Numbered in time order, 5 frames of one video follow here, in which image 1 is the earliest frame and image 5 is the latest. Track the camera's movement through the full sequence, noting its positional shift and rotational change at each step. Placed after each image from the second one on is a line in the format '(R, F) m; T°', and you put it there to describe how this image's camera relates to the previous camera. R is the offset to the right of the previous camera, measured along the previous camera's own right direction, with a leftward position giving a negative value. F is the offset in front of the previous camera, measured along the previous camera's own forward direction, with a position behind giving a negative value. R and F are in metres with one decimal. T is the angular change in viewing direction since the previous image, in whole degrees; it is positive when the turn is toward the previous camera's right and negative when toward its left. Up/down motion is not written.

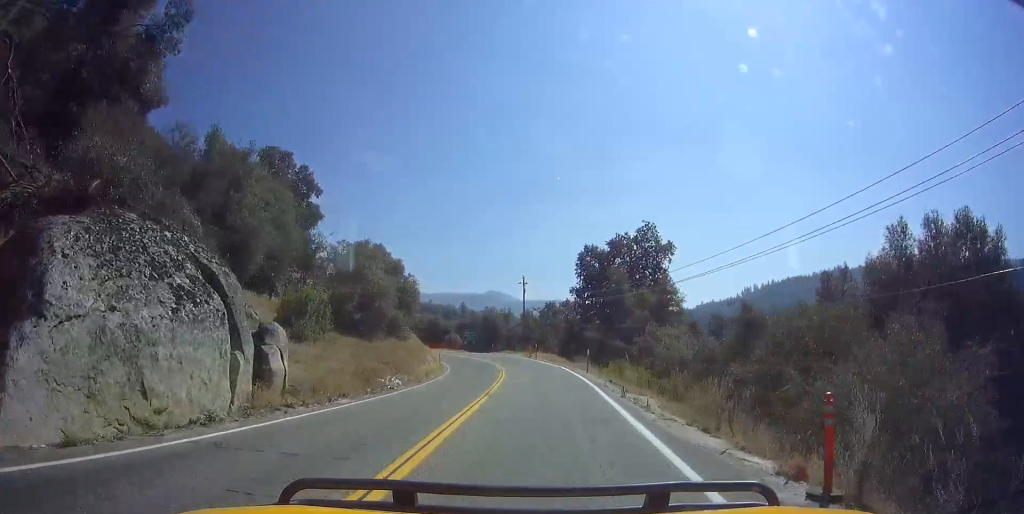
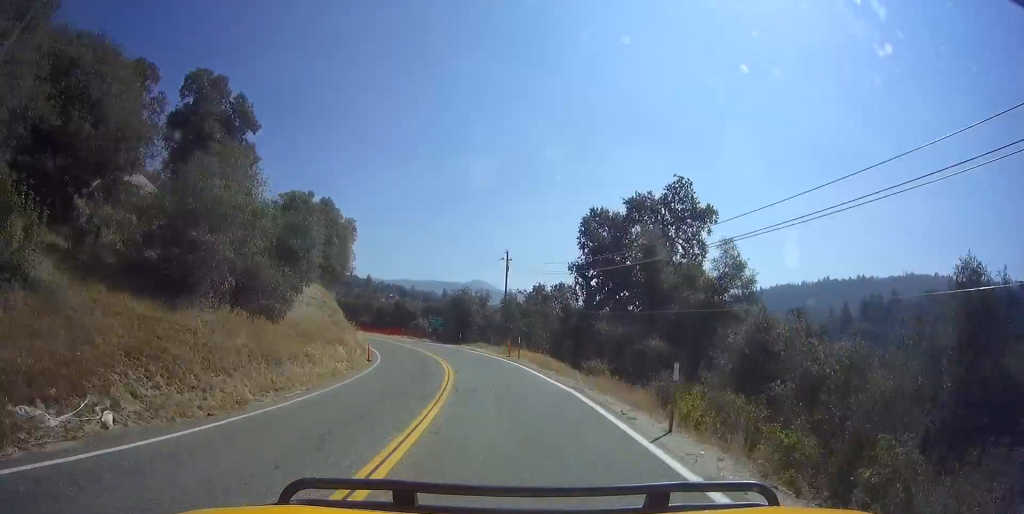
(-0.7, +18.5) m; -6°
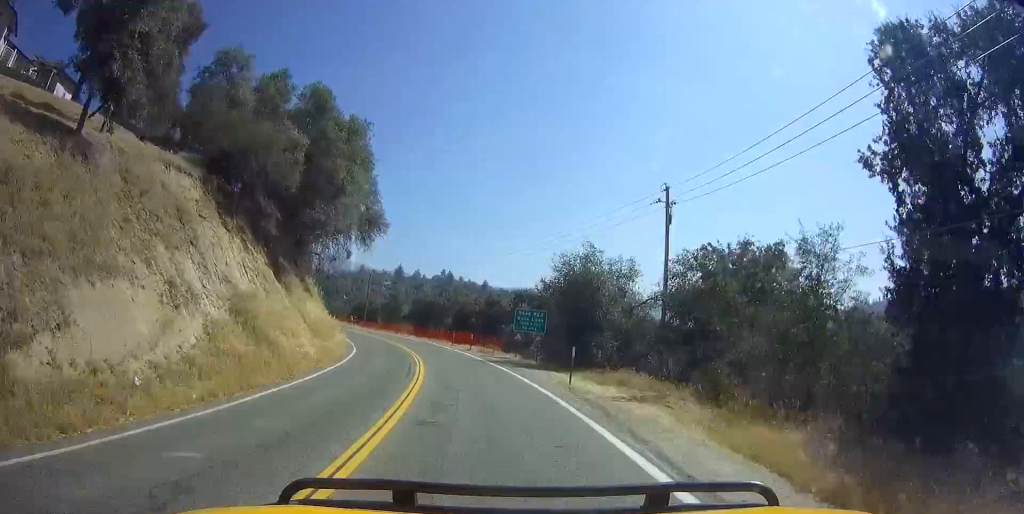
(-4.2, +34.1) m; -15°
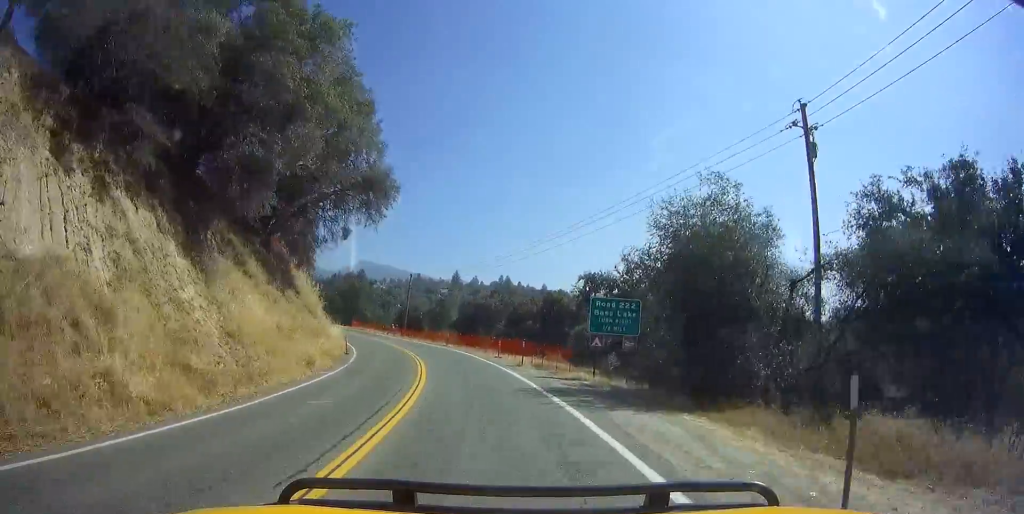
(-0.7, +13.6) m; -7°
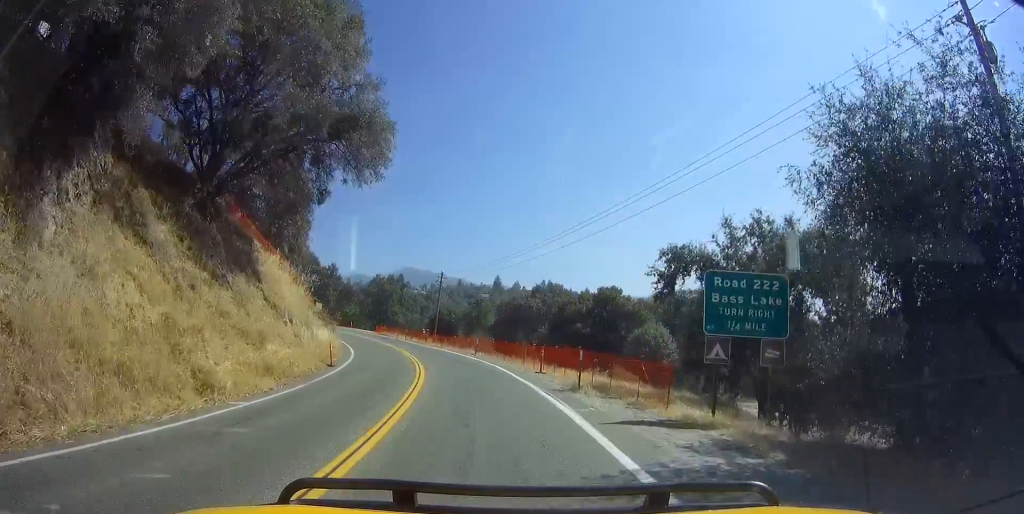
(-0.6, +10.0) m; -4°
